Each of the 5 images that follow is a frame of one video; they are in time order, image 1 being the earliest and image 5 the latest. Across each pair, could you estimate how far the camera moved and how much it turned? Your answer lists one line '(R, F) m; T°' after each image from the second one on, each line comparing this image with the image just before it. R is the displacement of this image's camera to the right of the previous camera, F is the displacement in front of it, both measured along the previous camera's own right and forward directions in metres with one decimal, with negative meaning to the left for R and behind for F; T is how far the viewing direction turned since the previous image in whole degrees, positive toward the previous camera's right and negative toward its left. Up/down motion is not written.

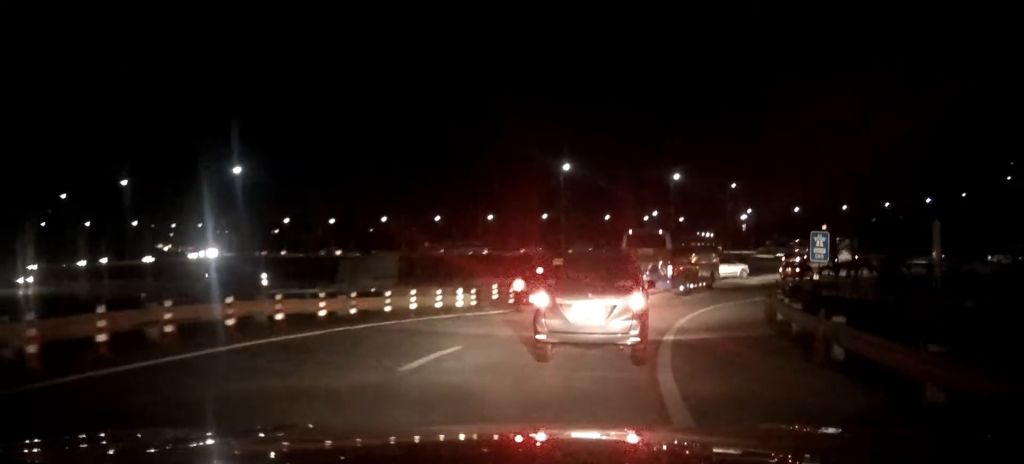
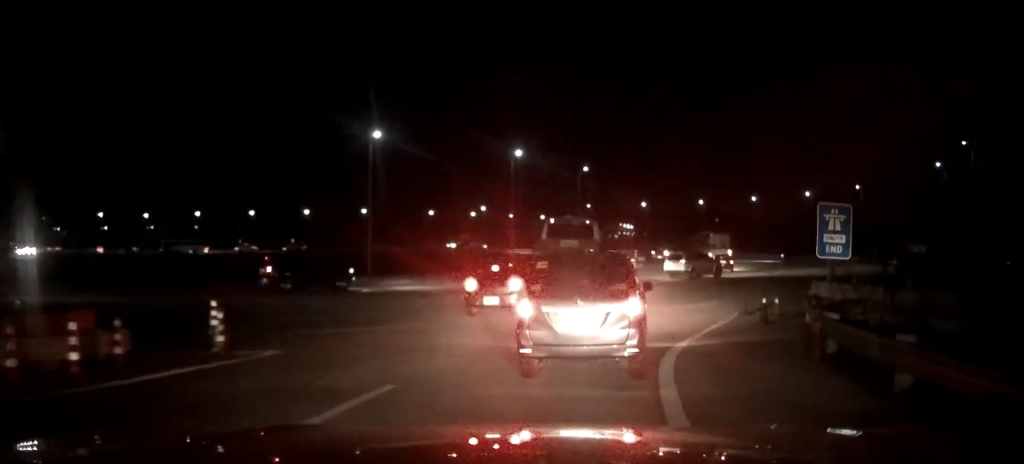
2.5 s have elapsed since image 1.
(+1.7, +14.0) m; +13°
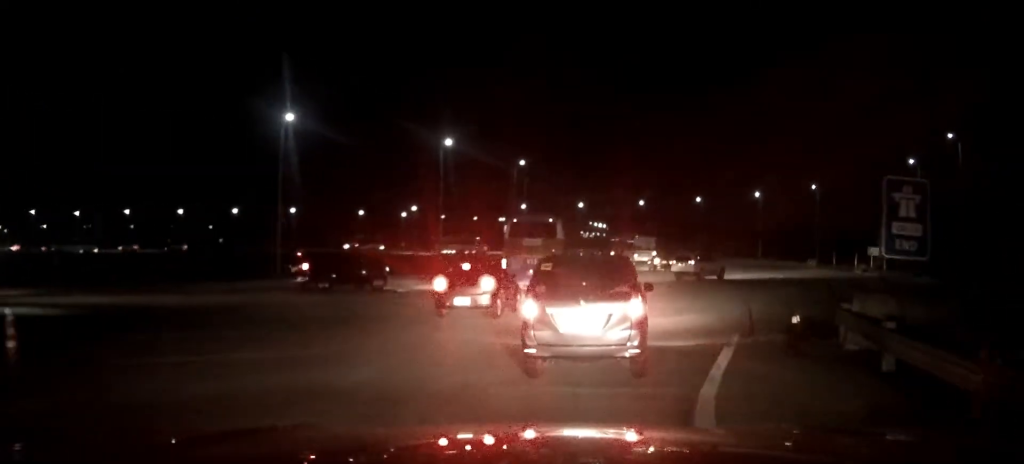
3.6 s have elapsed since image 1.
(+0.3, +6.0) m; +5°
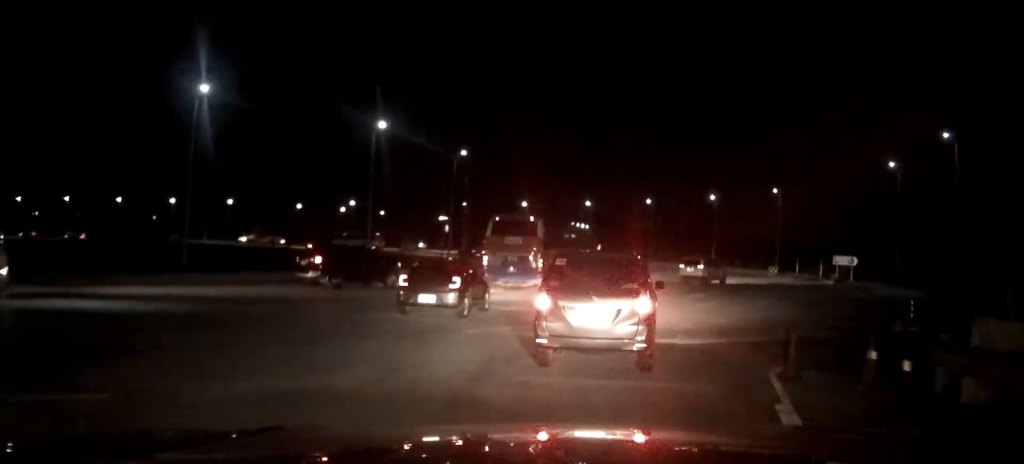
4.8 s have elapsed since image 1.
(+0.2, +5.4) m; +5°
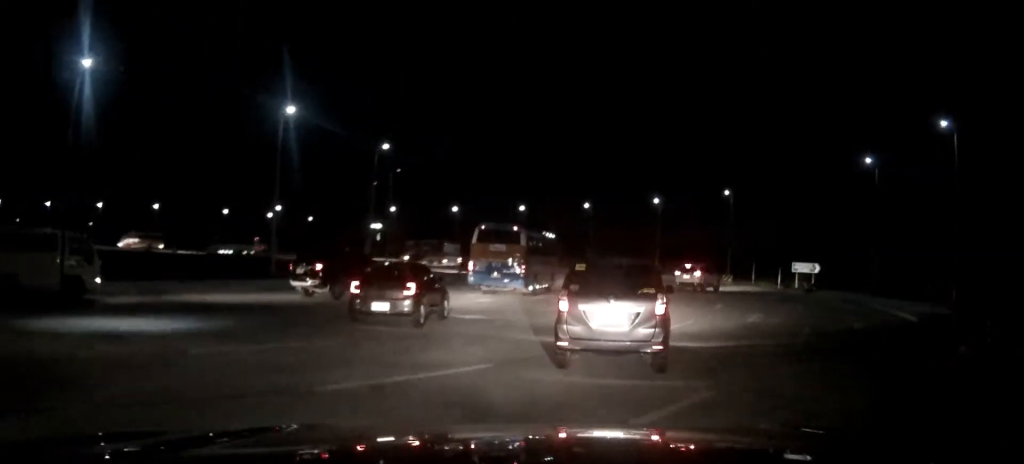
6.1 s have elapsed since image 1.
(+0.4, +6.6) m; +7°
